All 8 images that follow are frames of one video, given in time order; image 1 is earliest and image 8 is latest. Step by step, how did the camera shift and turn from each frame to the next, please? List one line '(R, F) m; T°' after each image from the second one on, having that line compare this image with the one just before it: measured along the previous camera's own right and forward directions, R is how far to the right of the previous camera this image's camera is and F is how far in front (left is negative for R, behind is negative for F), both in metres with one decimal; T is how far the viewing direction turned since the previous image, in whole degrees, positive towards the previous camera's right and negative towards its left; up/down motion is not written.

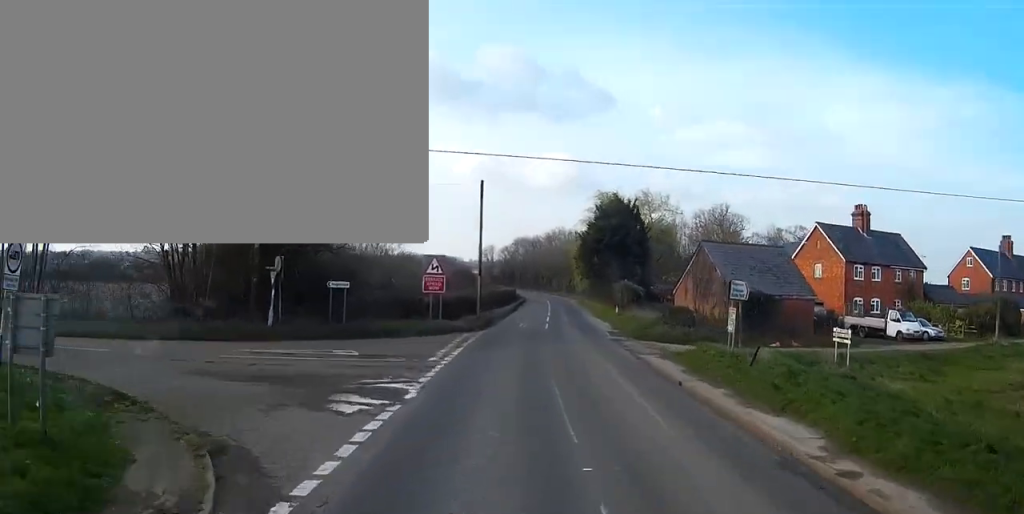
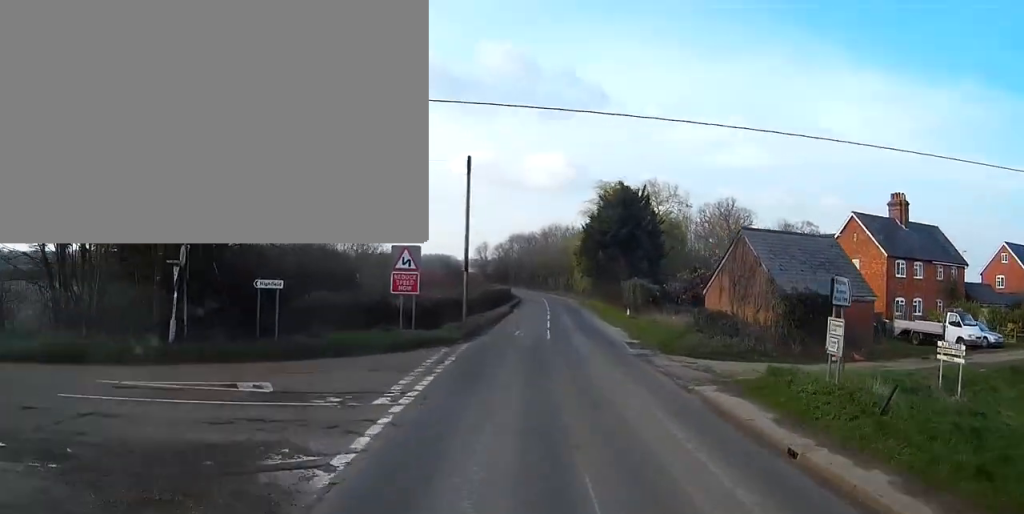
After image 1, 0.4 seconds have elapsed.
(0.0, +8.4) m; 0°
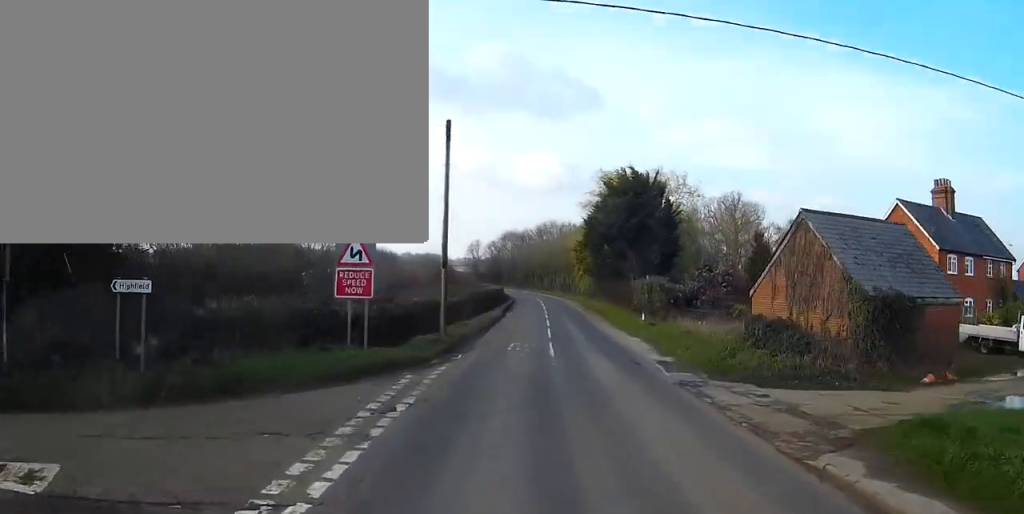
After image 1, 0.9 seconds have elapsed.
(0.0, +8.4) m; +1°
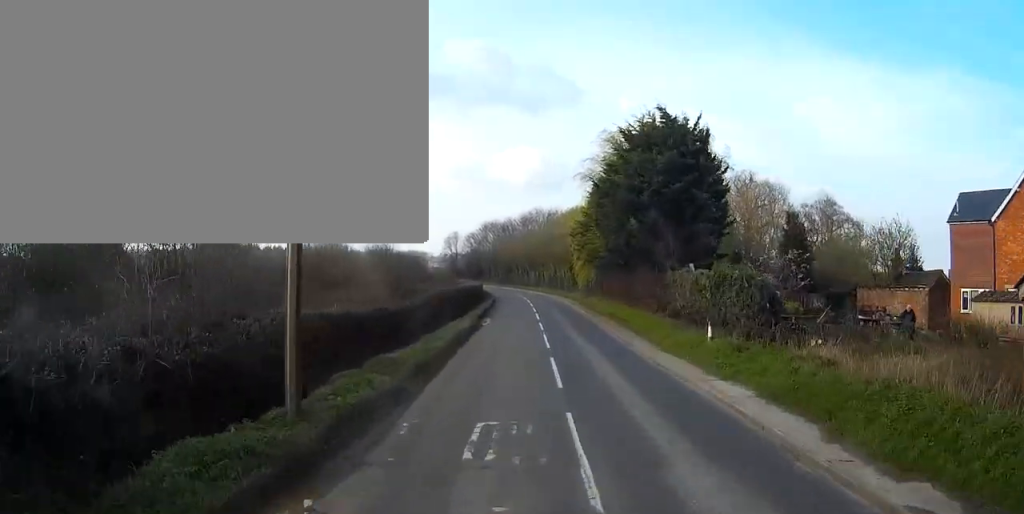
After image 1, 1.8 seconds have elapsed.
(+0.2, +18.2) m; +2°
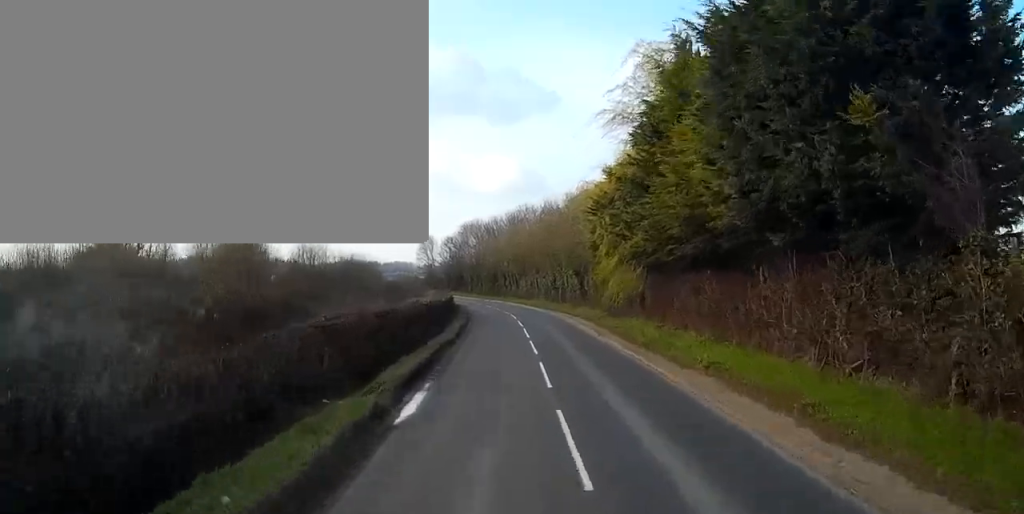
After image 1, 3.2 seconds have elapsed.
(+0.7, +27.9) m; +2°
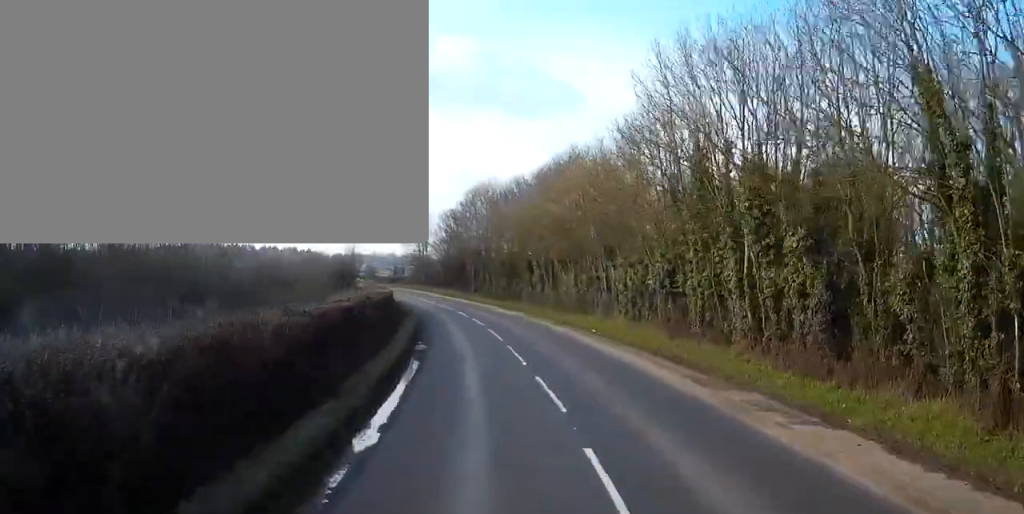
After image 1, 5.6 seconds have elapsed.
(+0.5, +49.9) m; 0°
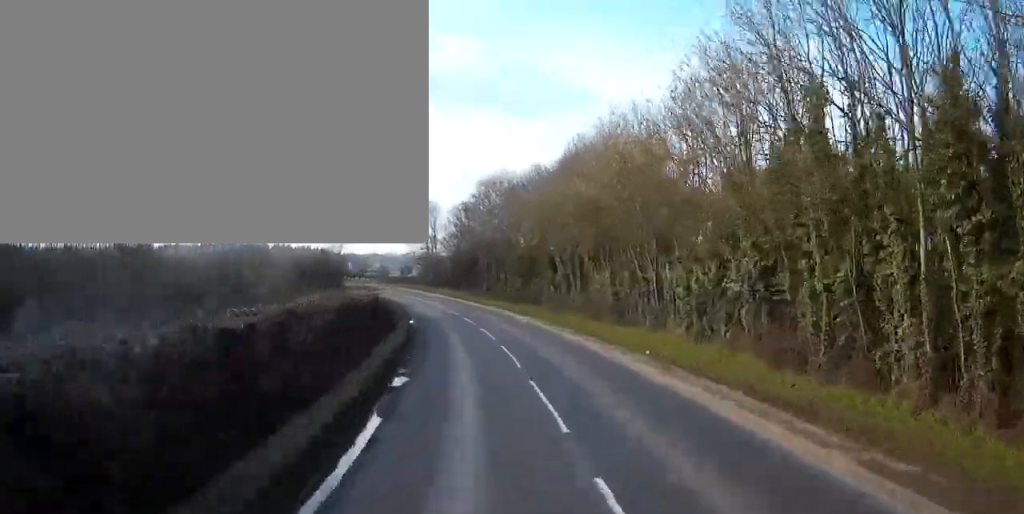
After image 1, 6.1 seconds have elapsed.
(+0.1, +10.1) m; -1°
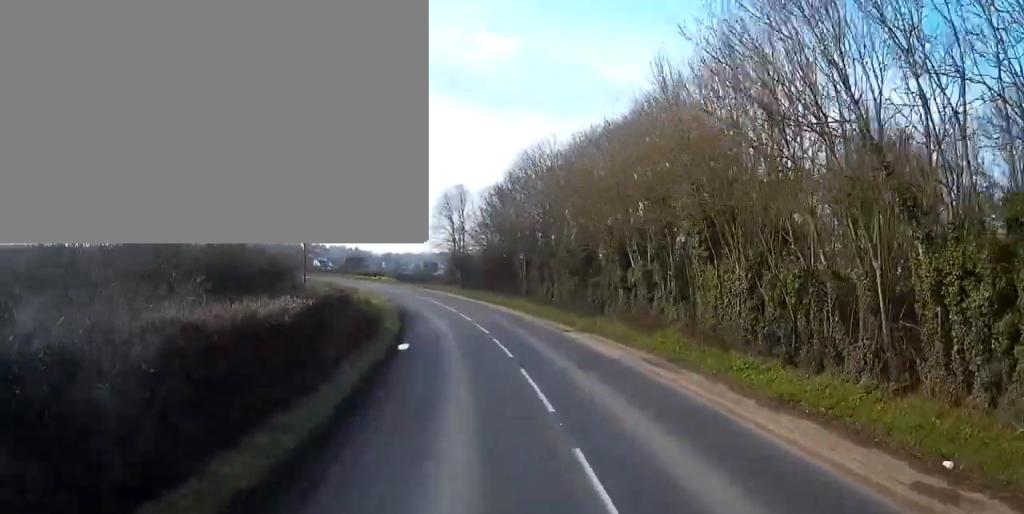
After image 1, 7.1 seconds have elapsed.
(-0.3, +16.9) m; -3°
